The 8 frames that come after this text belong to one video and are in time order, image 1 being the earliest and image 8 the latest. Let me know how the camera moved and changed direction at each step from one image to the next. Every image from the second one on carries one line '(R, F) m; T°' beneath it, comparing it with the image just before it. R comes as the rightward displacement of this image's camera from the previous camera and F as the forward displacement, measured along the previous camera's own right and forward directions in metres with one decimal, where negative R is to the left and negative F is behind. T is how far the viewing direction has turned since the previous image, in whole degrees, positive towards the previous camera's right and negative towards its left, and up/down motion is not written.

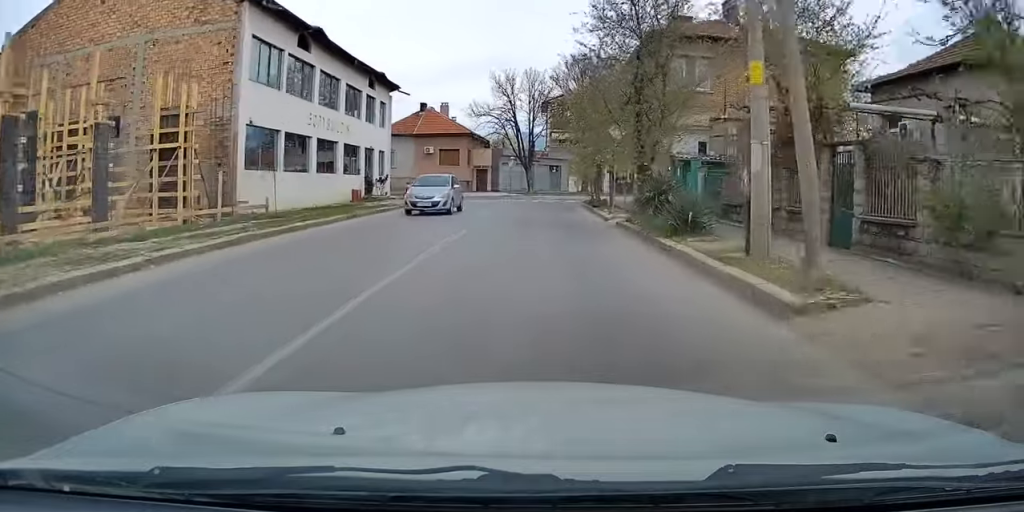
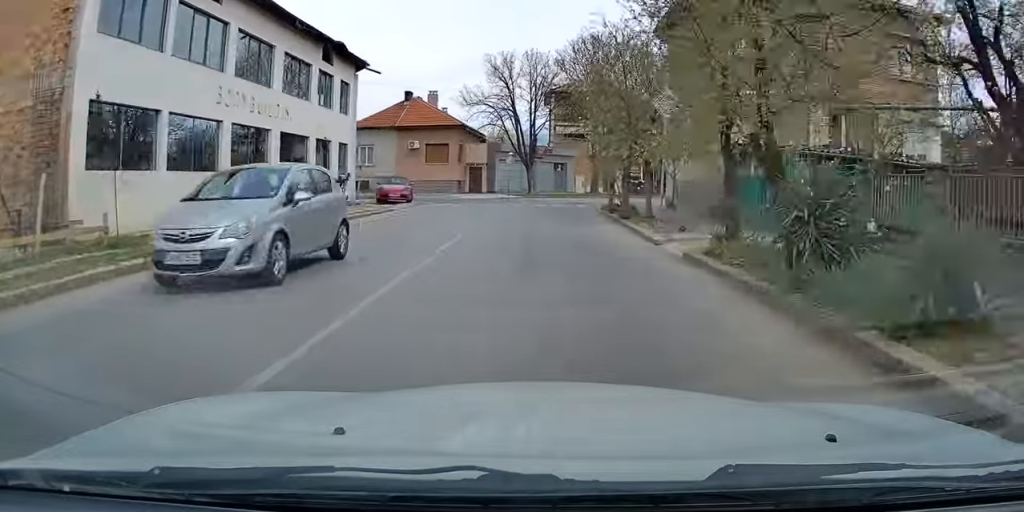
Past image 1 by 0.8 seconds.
(0.0, +7.9) m; 0°
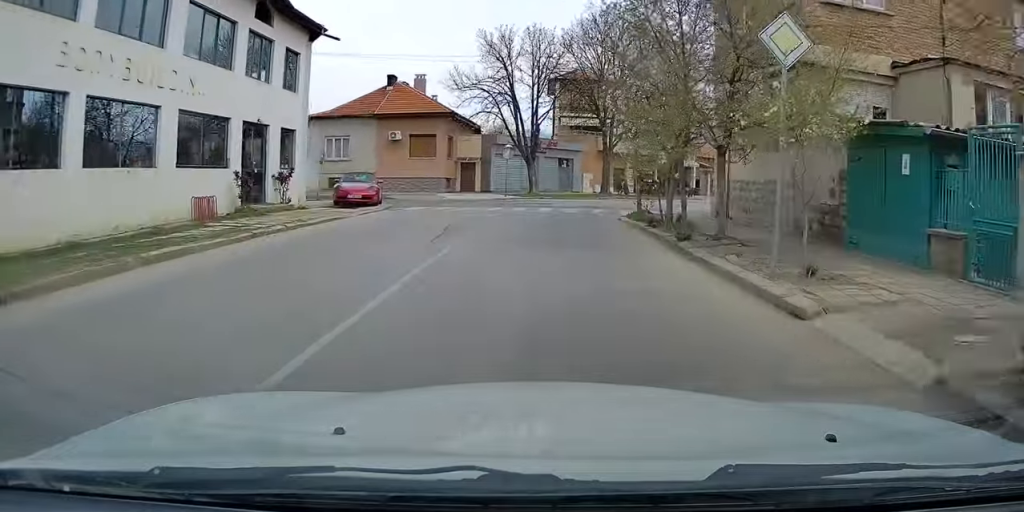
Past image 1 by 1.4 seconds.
(0.0, +6.9) m; +1°
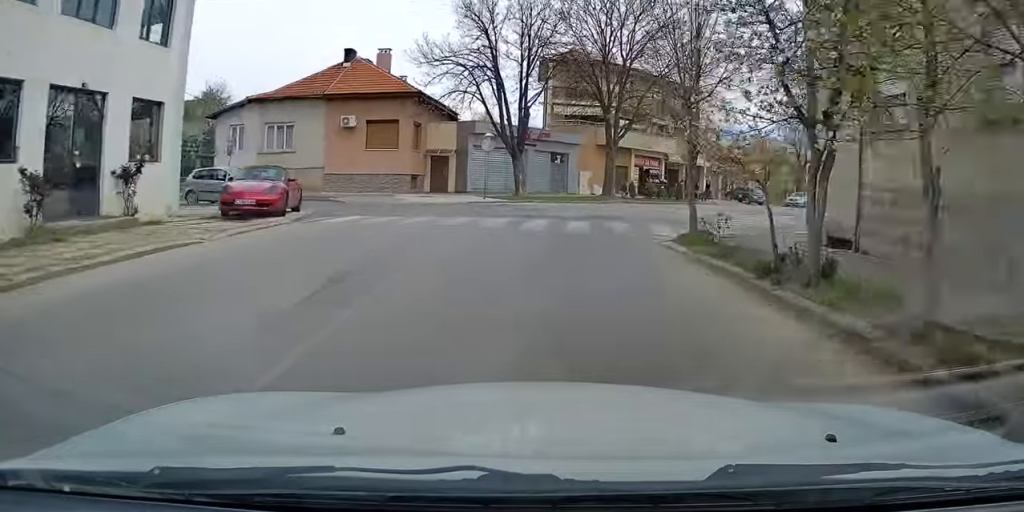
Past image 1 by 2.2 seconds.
(0.0, +8.4) m; +4°
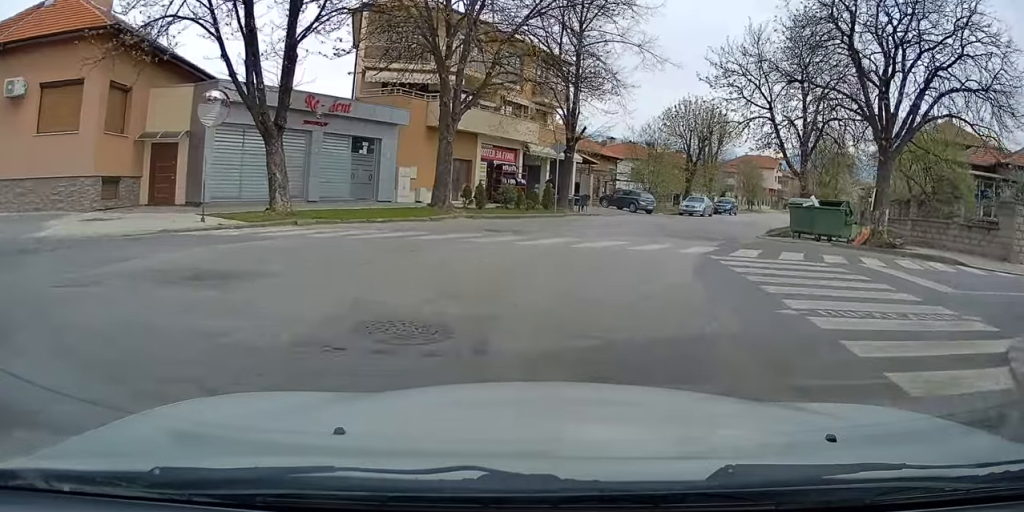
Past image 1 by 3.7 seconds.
(+1.7, +15.6) m; +13°
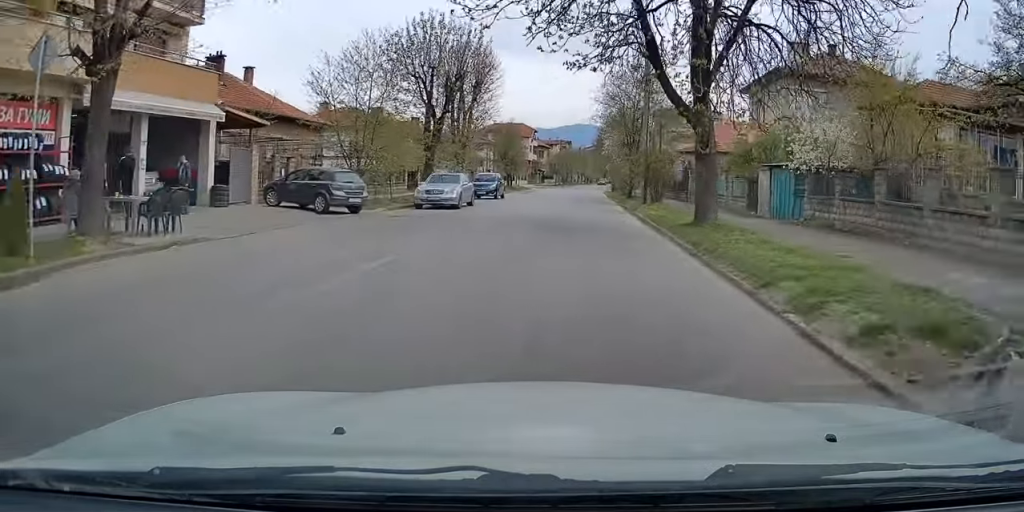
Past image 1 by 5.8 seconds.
(+3.7, +22.1) m; +17°
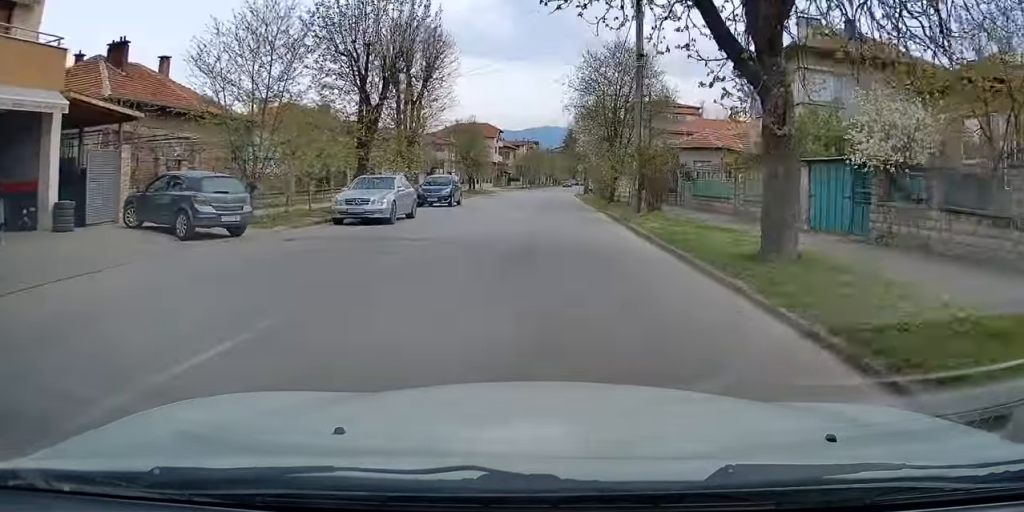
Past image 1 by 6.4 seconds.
(+0.2, +7.0) m; +4°
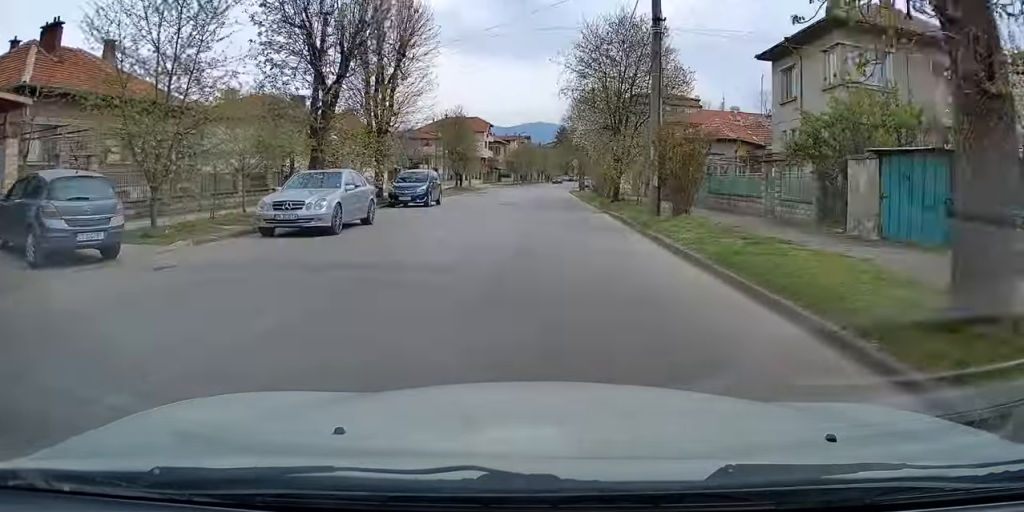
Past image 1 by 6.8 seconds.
(+0.2, +4.8) m; +2°
